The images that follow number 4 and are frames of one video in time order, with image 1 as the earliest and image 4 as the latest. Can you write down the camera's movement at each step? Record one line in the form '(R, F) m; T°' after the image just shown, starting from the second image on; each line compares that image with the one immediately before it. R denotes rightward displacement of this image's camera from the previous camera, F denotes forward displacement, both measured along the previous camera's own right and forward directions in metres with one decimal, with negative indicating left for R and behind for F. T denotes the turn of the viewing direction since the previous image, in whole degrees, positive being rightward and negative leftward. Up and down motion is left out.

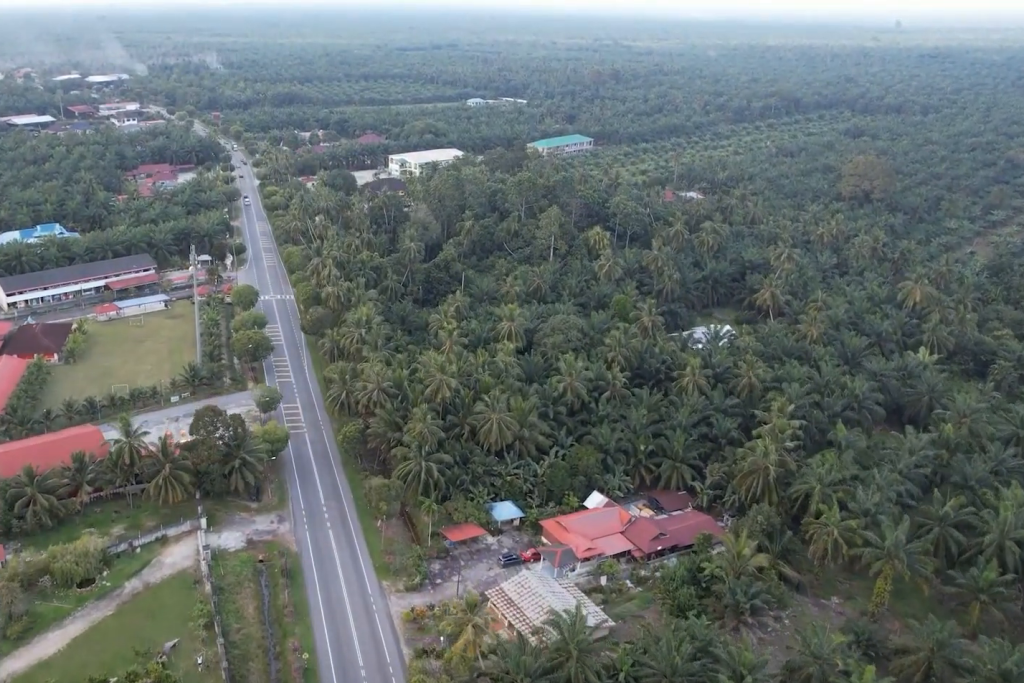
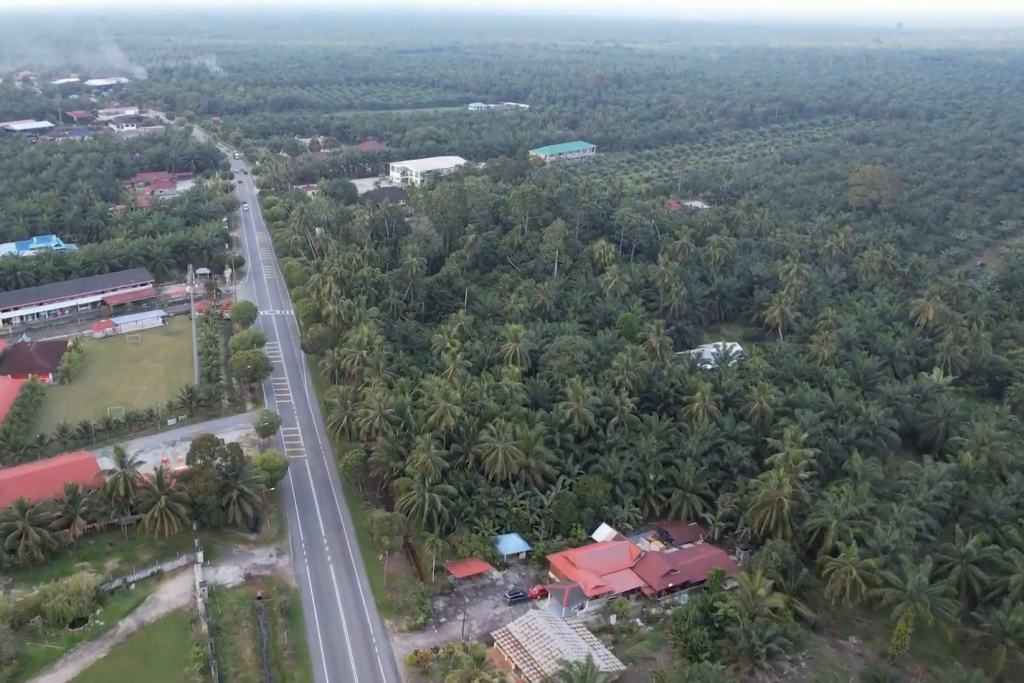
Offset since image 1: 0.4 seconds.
(0.0, +5.9) m; 0°
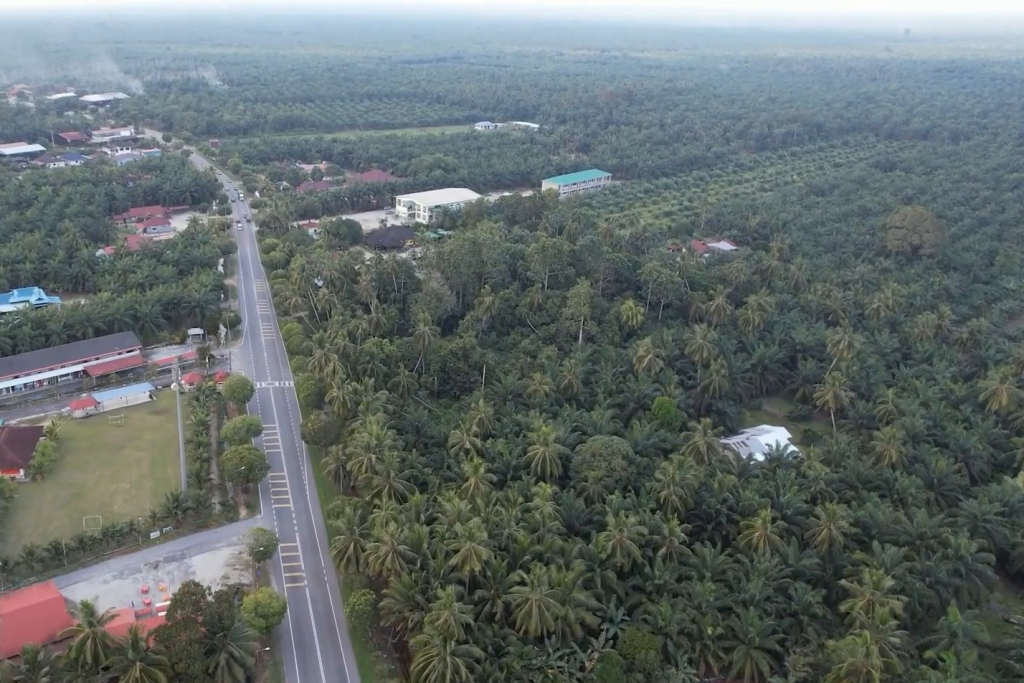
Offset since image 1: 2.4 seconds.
(-0.2, +27.2) m; 0°
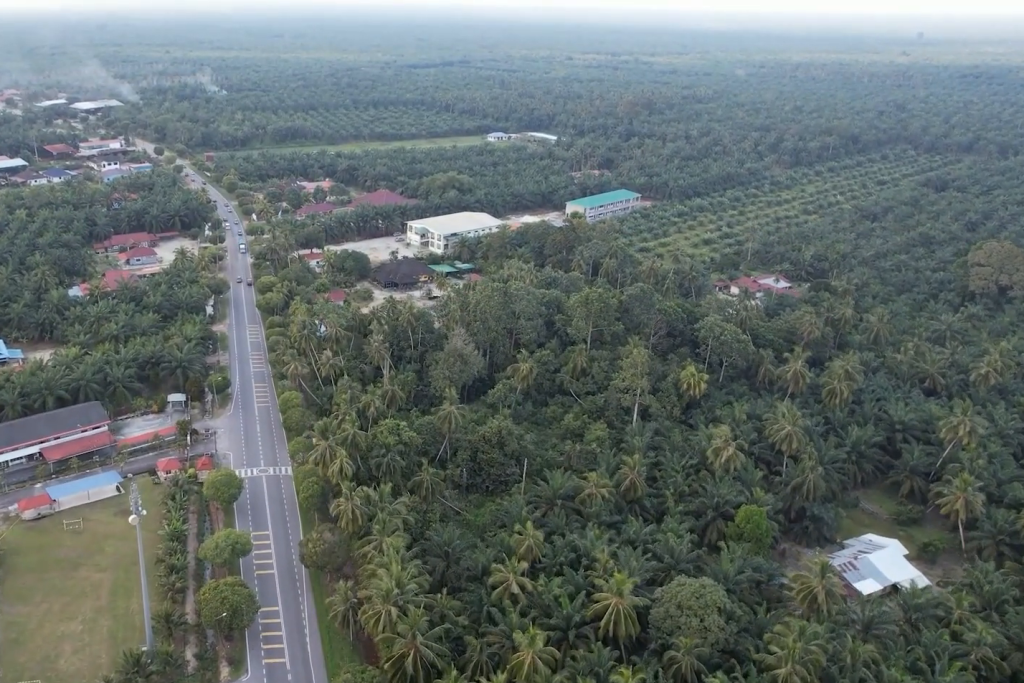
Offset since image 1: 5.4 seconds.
(+0.2, +42.2) m; +1°
